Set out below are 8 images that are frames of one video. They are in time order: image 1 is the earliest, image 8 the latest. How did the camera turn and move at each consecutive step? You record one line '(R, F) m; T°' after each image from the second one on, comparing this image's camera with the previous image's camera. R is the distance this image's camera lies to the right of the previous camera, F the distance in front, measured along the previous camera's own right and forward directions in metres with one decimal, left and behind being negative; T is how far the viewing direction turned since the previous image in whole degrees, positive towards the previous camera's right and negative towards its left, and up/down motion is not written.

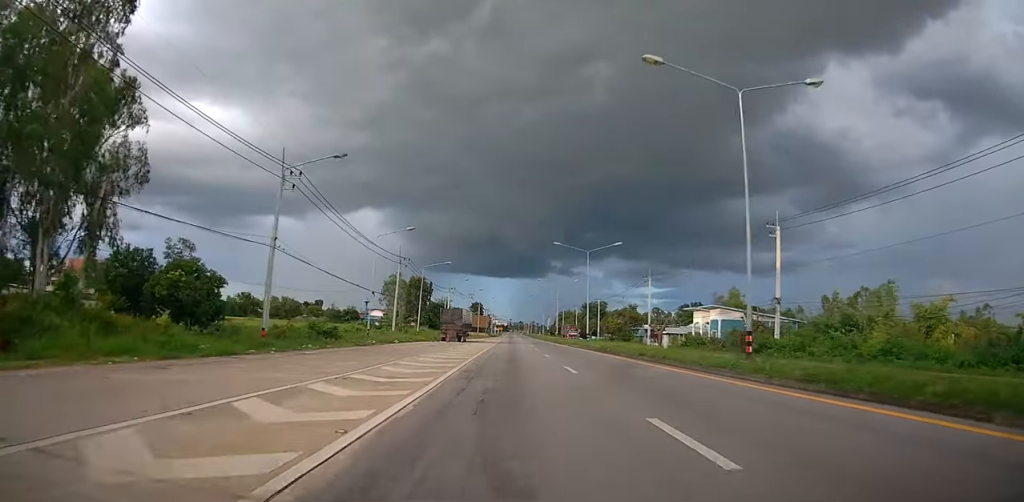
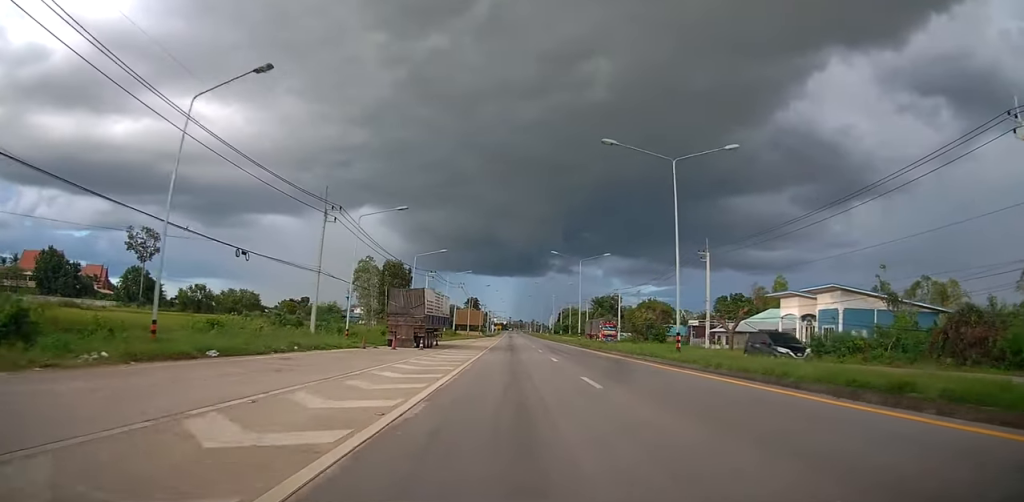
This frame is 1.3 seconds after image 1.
(-0.1, +28.4) m; 0°
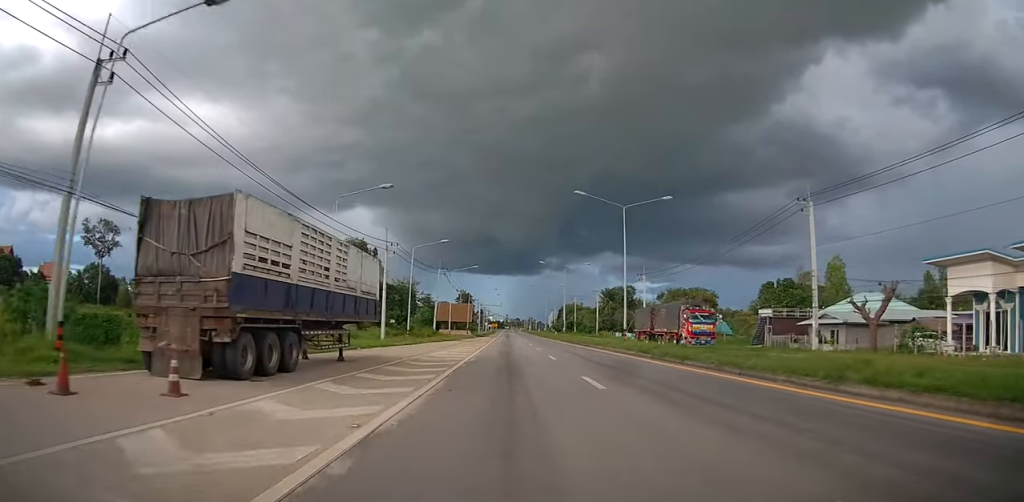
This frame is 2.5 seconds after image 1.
(0.0, +25.1) m; 0°
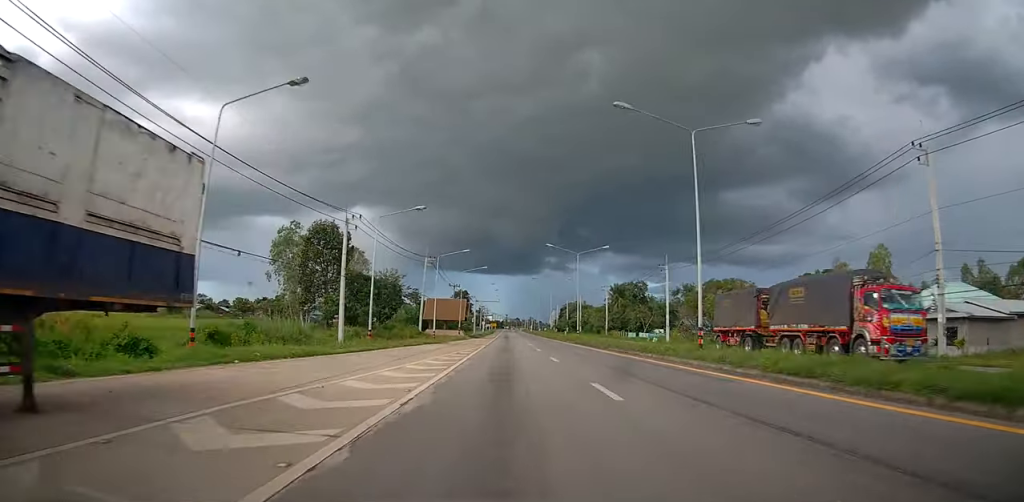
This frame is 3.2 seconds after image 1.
(0.0, +14.1) m; +1°
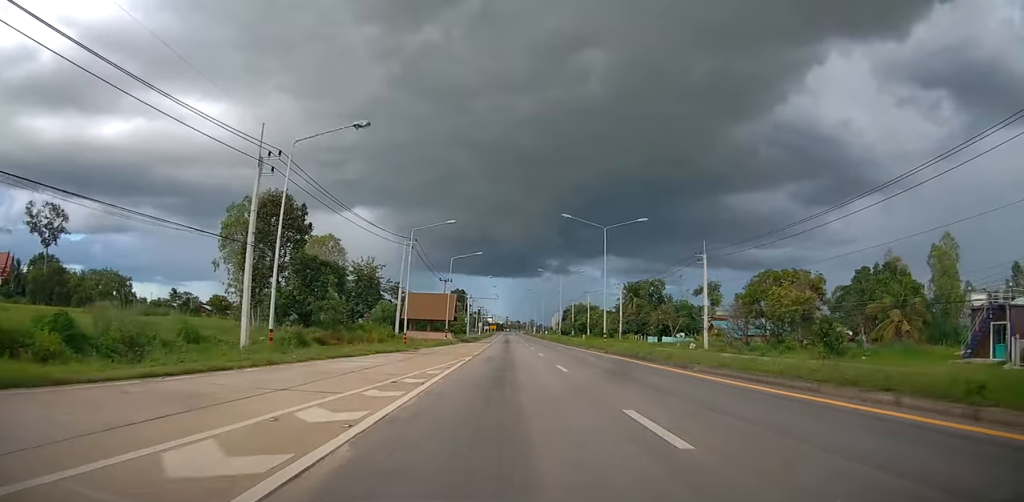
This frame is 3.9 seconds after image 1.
(+0.3, +15.9) m; +1°
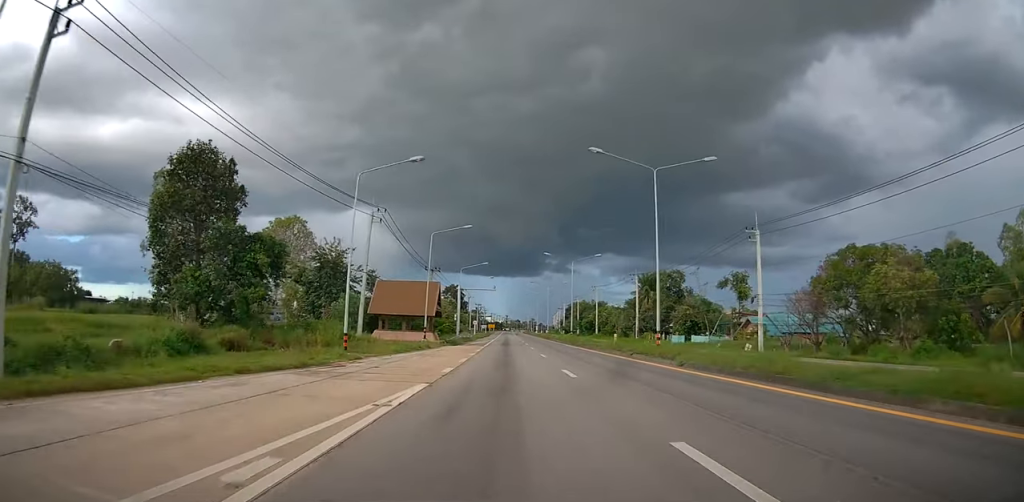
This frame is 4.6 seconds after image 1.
(+0.3, +15.3) m; 0°
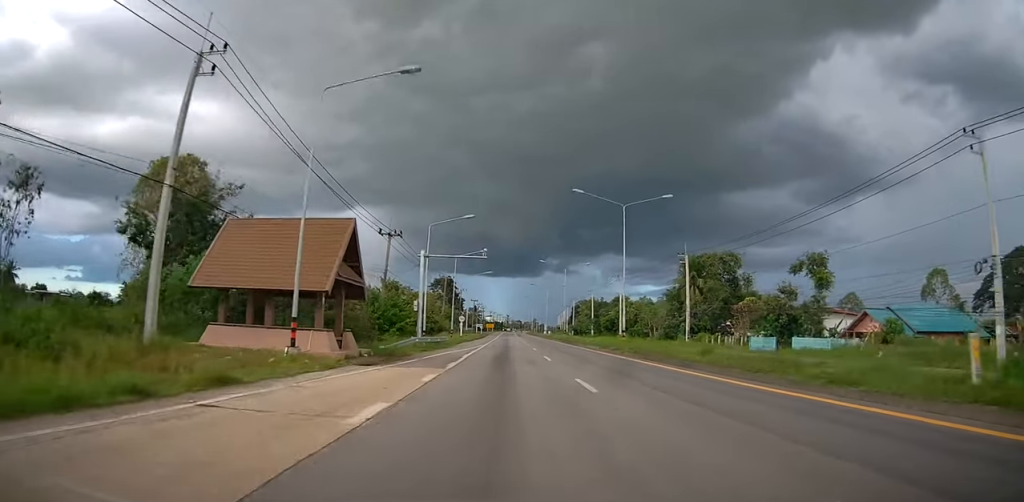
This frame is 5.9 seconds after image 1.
(-0.9, +28.0) m; -2°
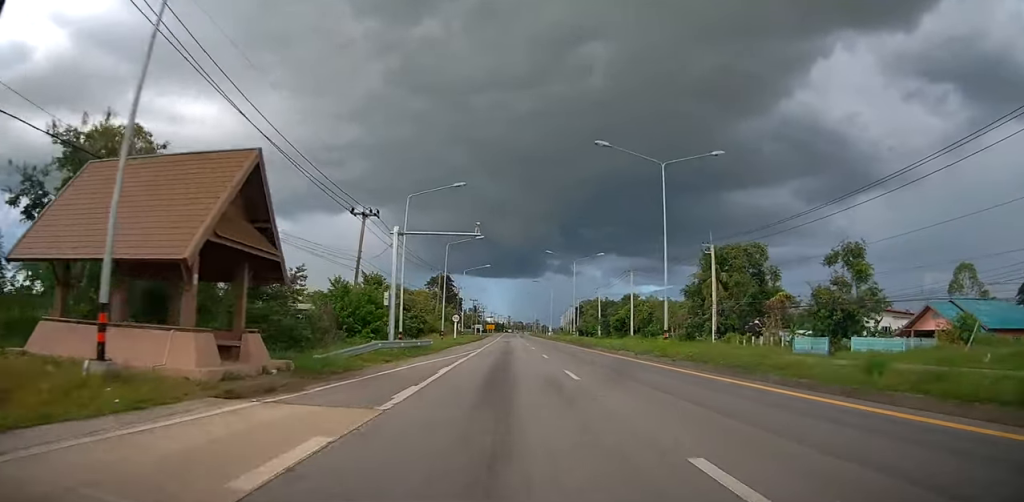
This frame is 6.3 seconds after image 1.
(0.0, +9.1) m; 0°
